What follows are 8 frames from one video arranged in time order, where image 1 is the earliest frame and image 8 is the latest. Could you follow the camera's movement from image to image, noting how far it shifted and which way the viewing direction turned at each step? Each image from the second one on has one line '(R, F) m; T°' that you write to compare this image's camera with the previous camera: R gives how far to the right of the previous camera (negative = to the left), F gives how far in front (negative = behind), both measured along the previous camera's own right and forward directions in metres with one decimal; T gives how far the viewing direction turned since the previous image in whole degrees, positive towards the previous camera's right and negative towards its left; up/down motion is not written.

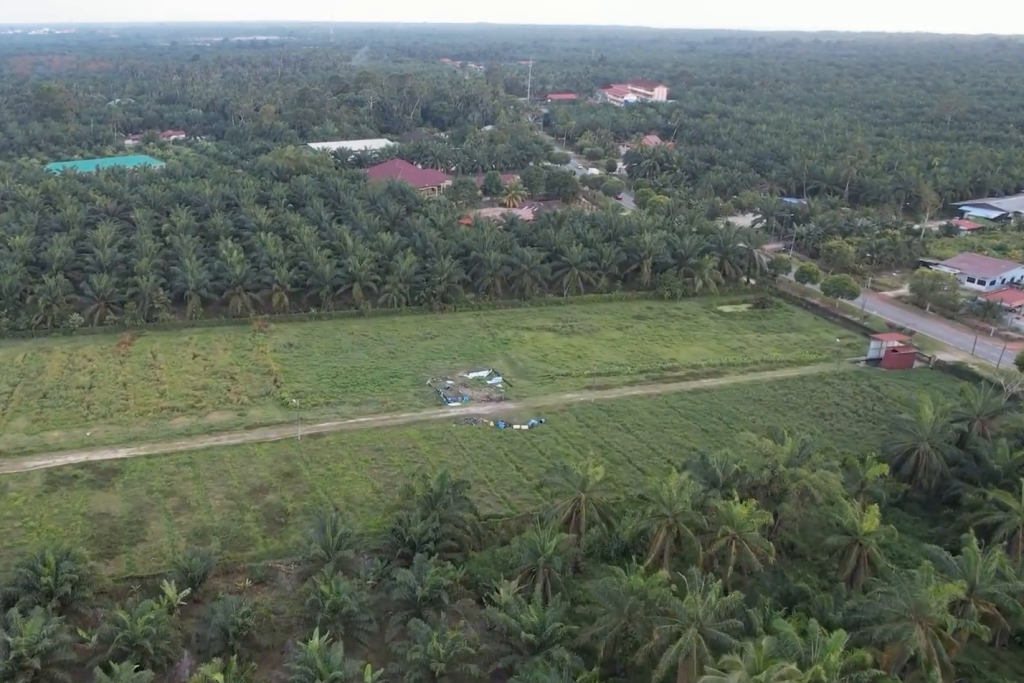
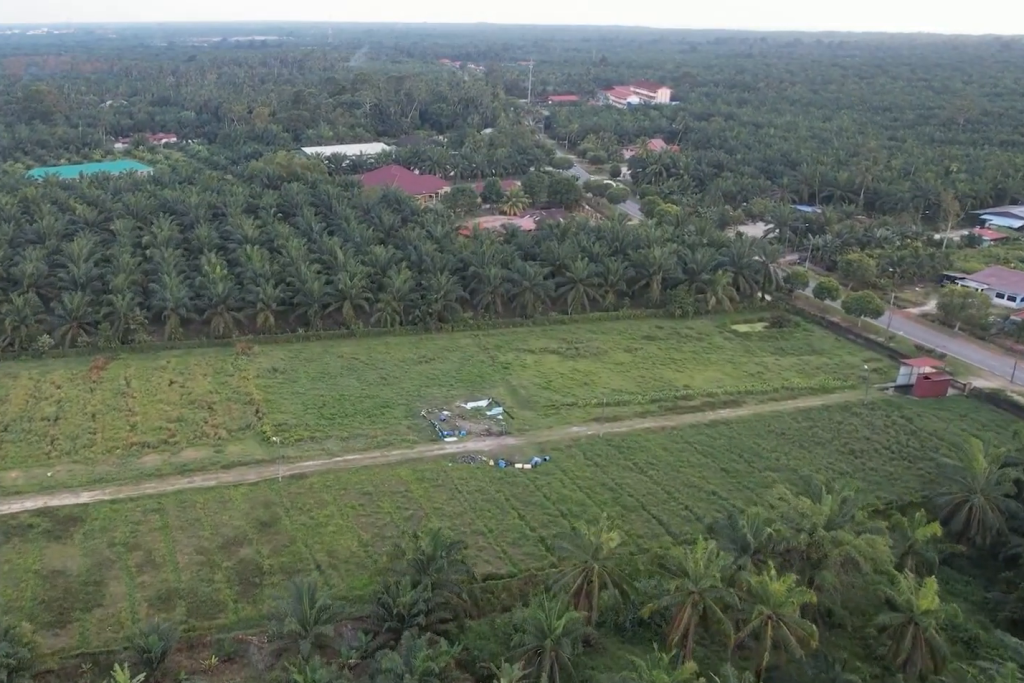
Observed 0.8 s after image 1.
(0.0, +12.0) m; 0°
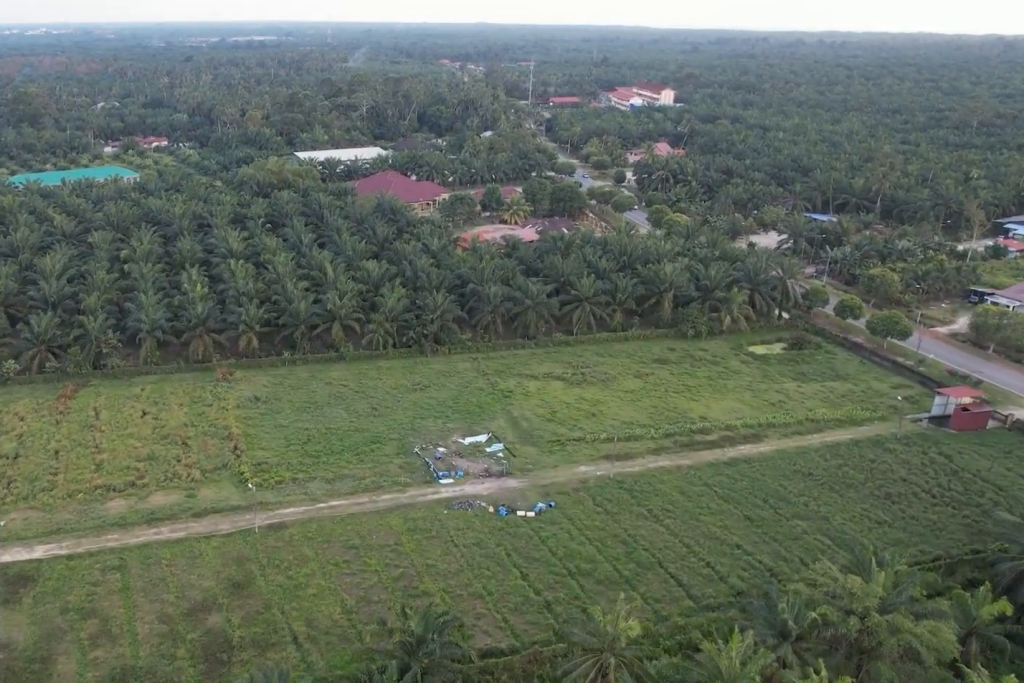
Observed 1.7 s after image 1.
(0.0, +12.0) m; 0°
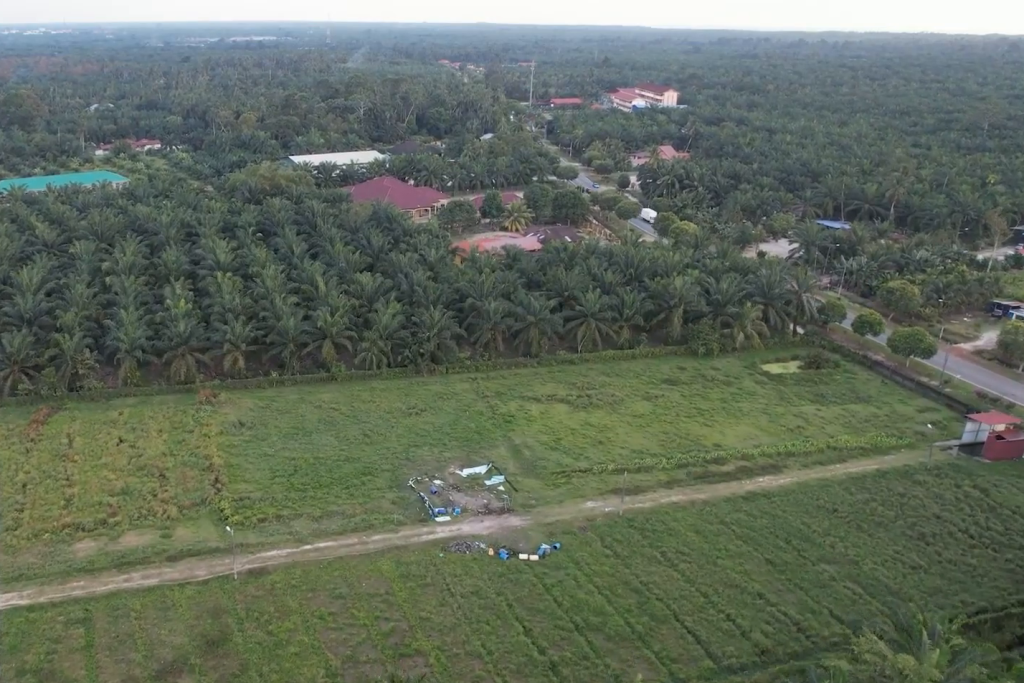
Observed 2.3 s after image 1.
(0.0, +9.0) m; 0°
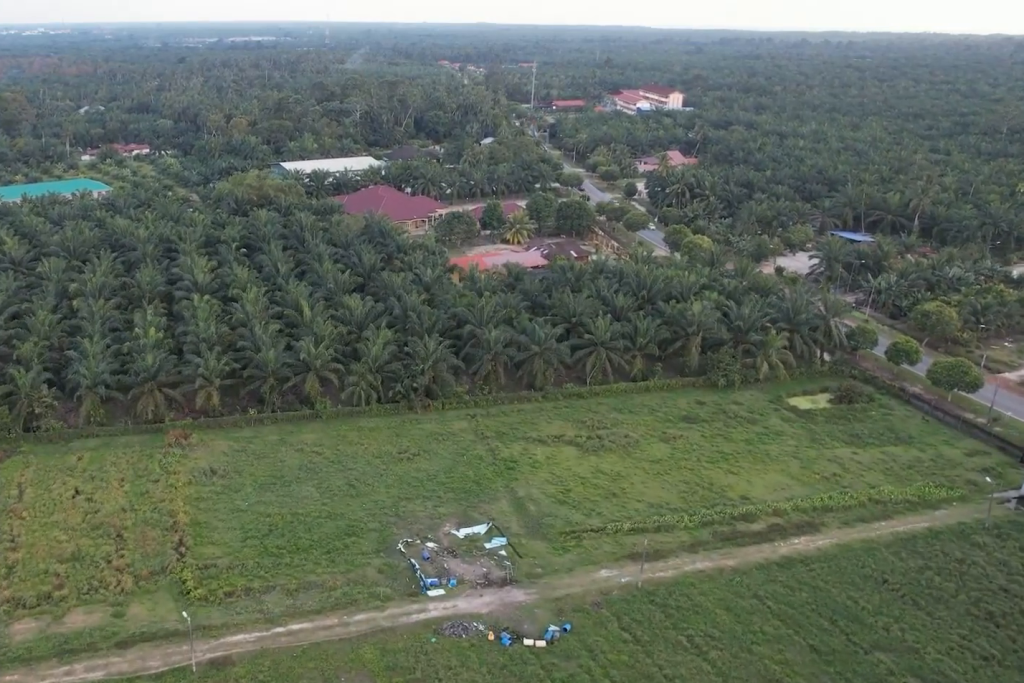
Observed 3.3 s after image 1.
(0.0, +14.4) m; 0°
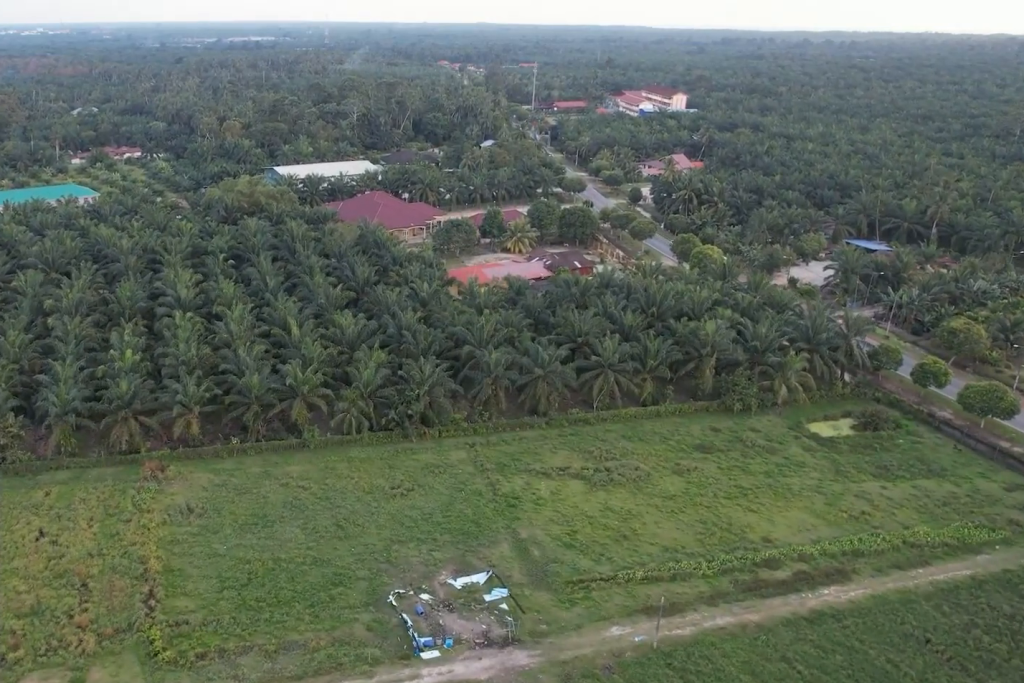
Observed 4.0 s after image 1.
(0.0, +9.6) m; 0°
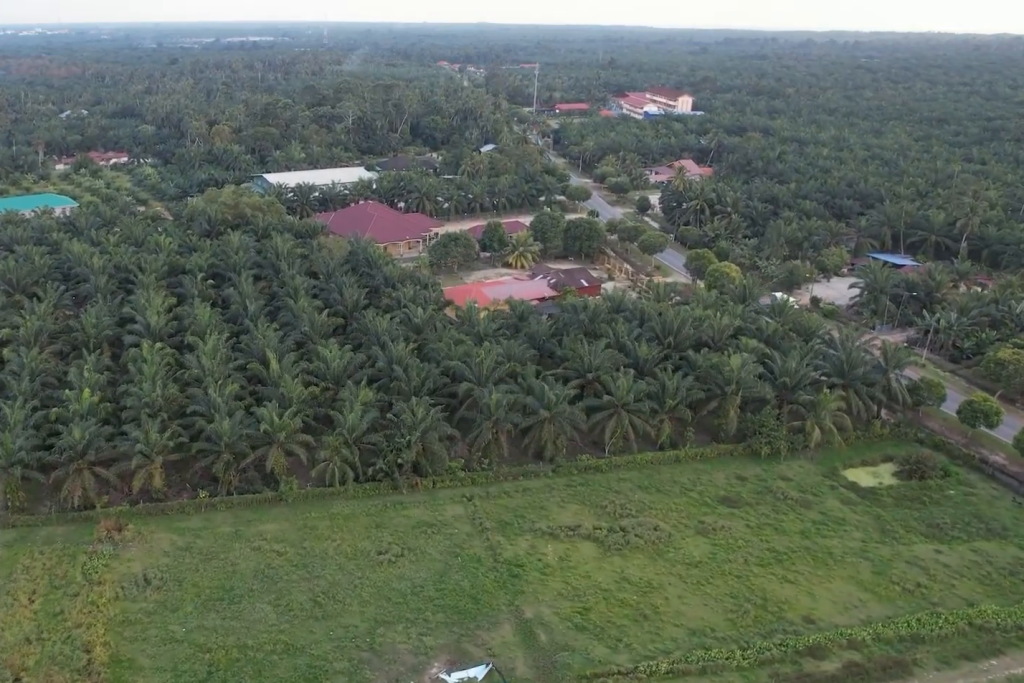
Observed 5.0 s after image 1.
(0.0, +14.5) m; 0°
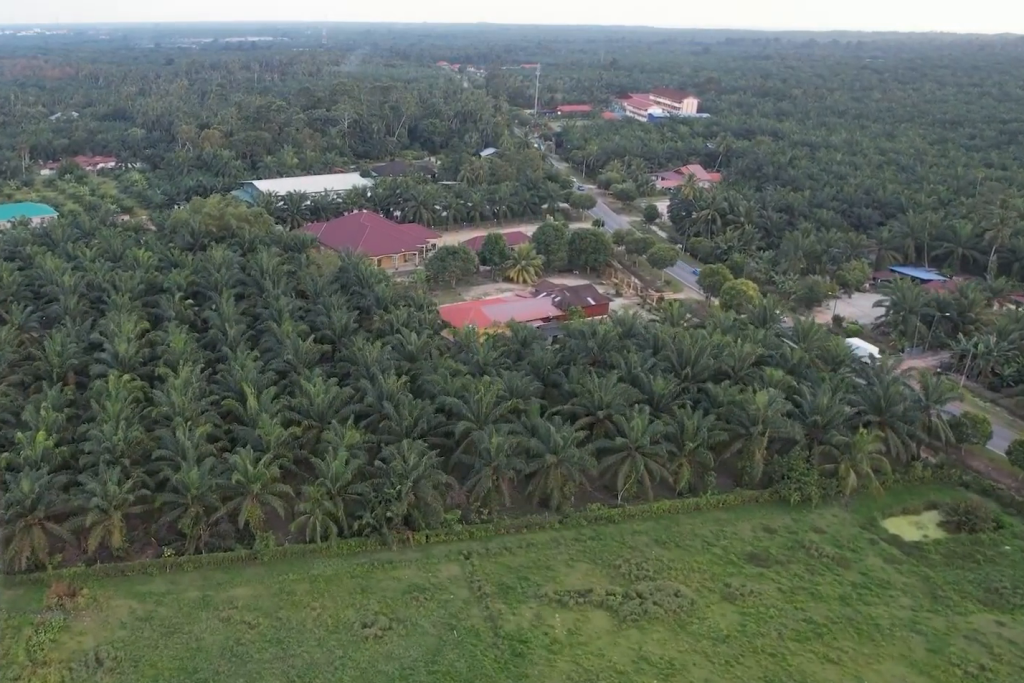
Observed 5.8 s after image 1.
(0.0, +12.7) m; 0°
